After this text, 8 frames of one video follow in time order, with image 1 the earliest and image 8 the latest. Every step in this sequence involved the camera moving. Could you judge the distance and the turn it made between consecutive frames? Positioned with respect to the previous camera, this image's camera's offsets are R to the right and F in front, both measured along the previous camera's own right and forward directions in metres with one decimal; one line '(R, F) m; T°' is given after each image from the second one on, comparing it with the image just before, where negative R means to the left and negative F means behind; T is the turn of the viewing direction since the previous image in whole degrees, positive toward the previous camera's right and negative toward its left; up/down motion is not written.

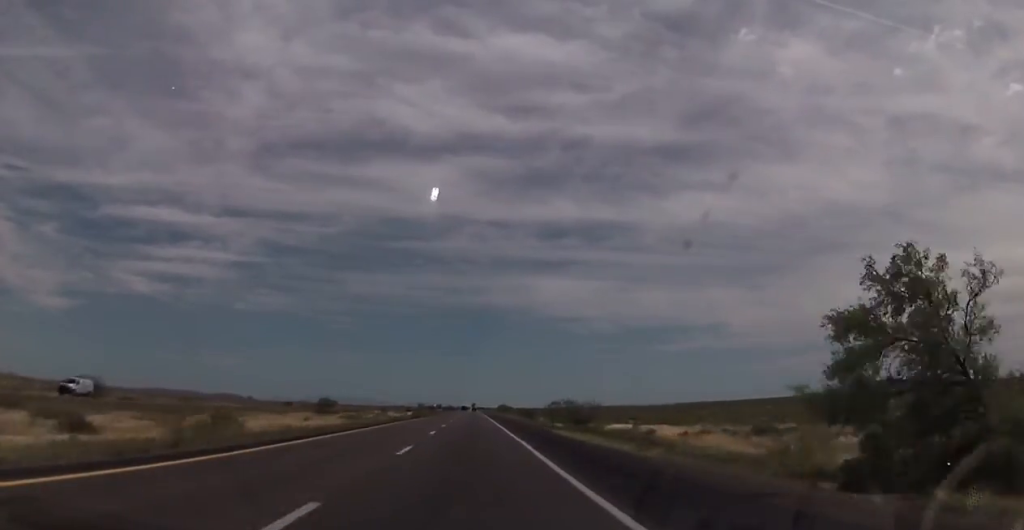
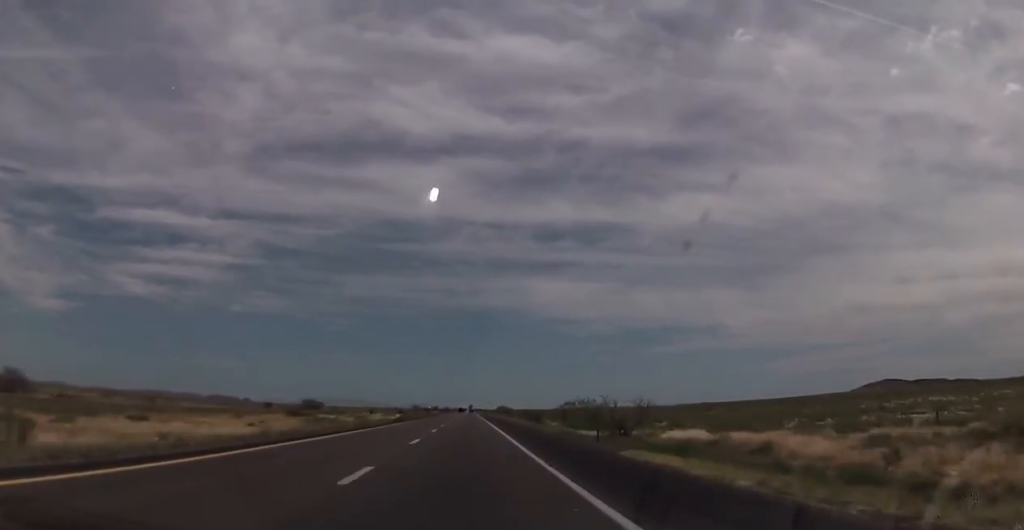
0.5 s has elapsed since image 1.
(0.0, +19.3) m; 0°
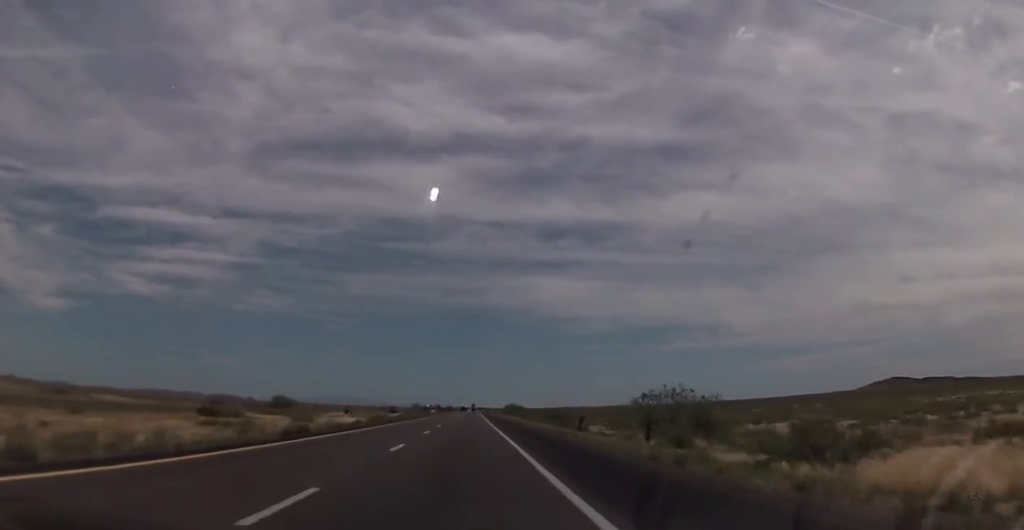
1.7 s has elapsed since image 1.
(0.0, +41.0) m; 0°
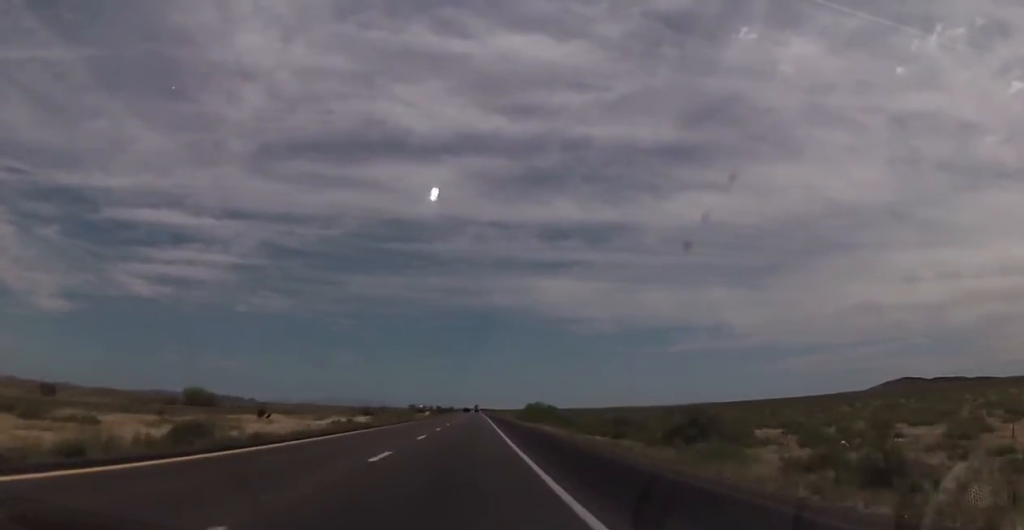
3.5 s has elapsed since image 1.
(-0.7, +65.0) m; 0°
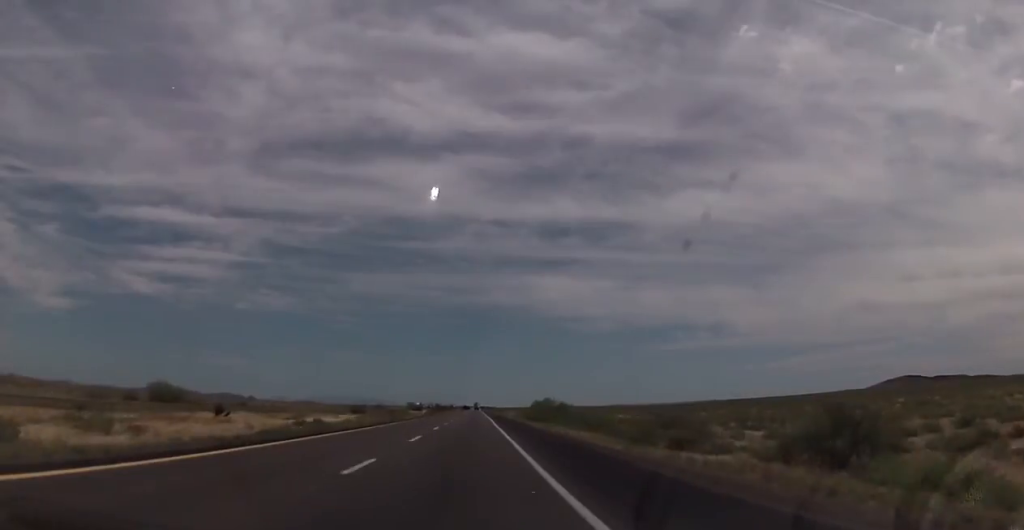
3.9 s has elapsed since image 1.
(+0.2, +15.6) m; 0°
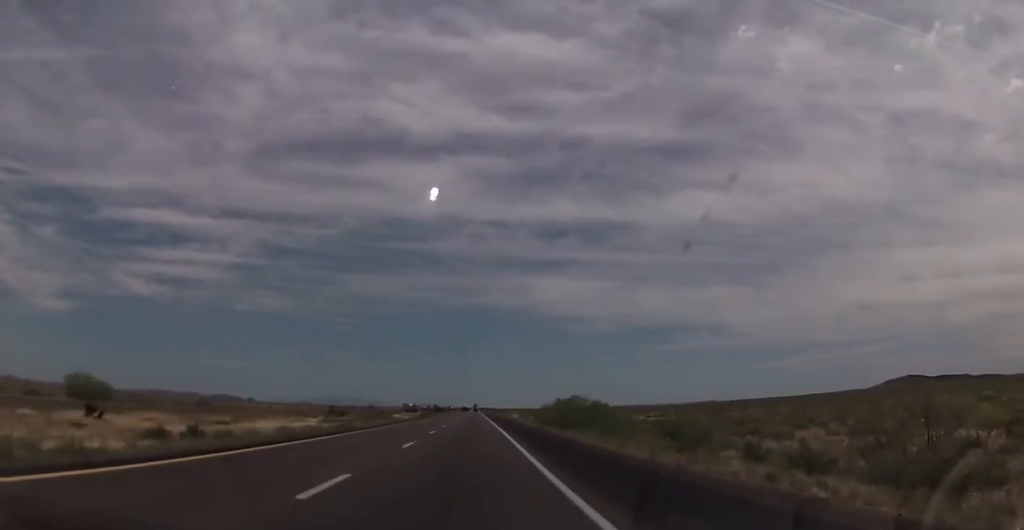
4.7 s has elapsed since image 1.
(+0.1, +27.7) m; 0°
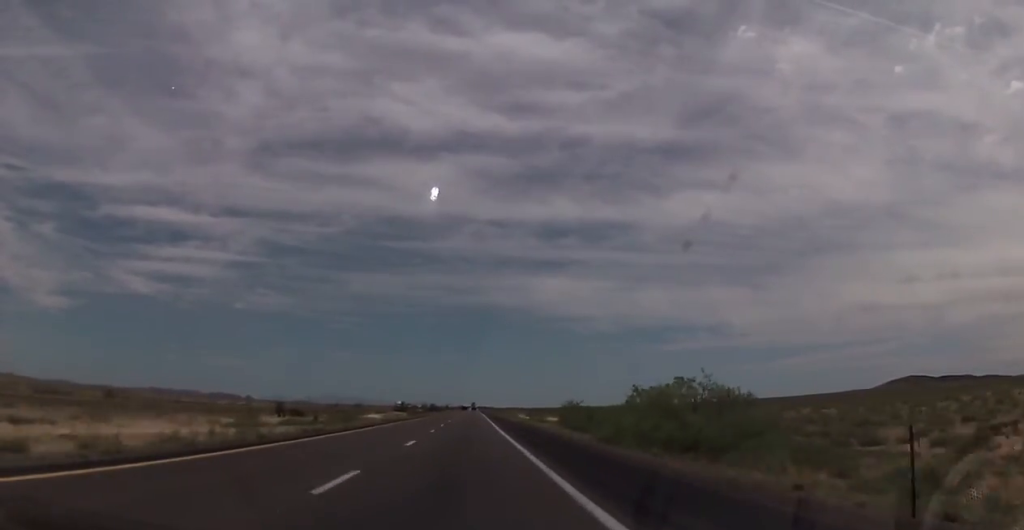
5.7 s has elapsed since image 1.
(0.0, +36.2) m; 0°
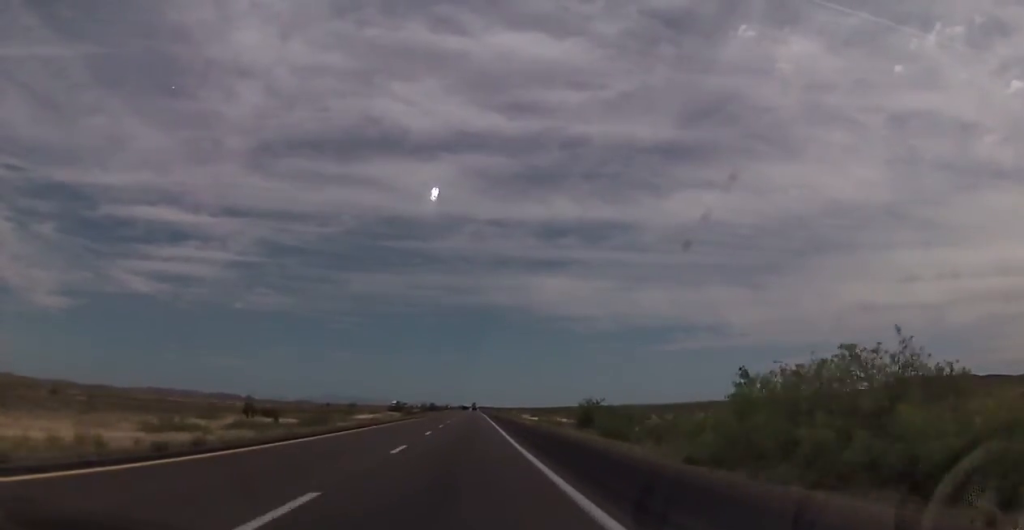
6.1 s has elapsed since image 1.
(+0.1, +15.6) m; 0°
